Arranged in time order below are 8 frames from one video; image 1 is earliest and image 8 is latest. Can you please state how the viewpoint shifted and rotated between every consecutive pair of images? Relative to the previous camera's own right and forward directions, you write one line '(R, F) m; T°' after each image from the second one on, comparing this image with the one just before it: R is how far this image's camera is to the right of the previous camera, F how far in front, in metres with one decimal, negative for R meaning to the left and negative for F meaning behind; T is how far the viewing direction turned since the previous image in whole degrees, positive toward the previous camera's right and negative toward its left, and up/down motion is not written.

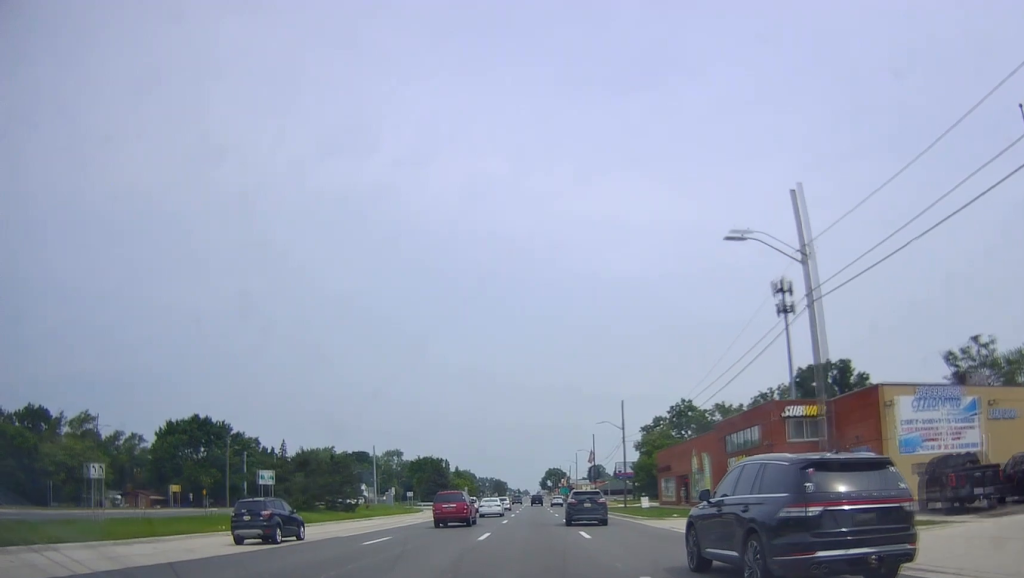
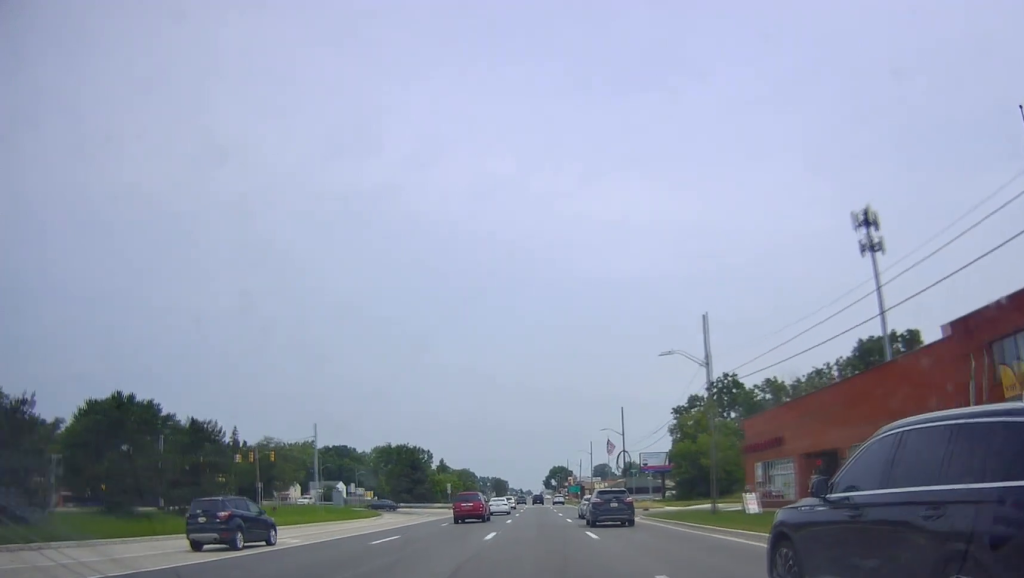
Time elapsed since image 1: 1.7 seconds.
(-0.6, +29.6) m; +1°
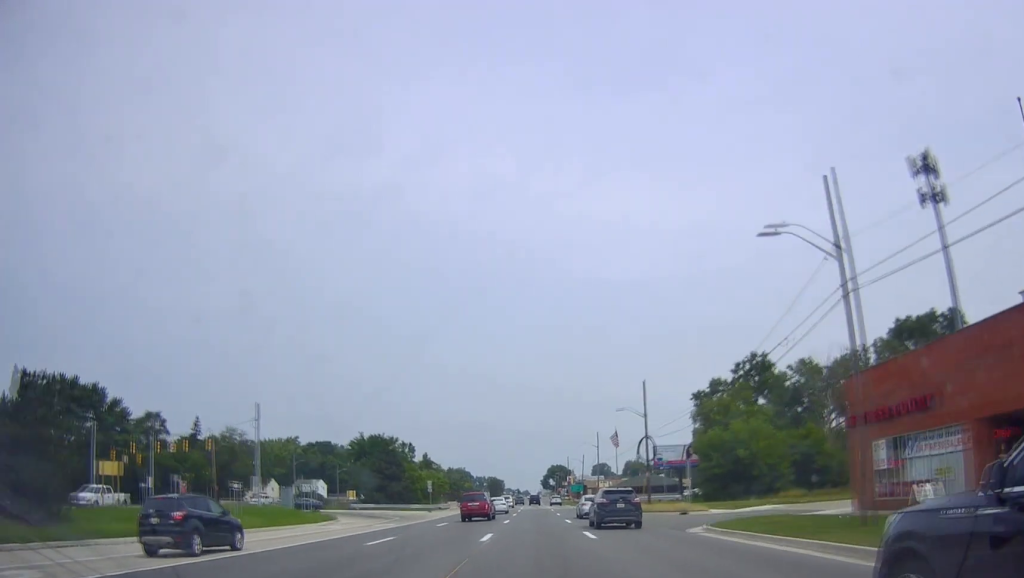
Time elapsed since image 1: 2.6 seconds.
(+0.4, +15.7) m; +1°
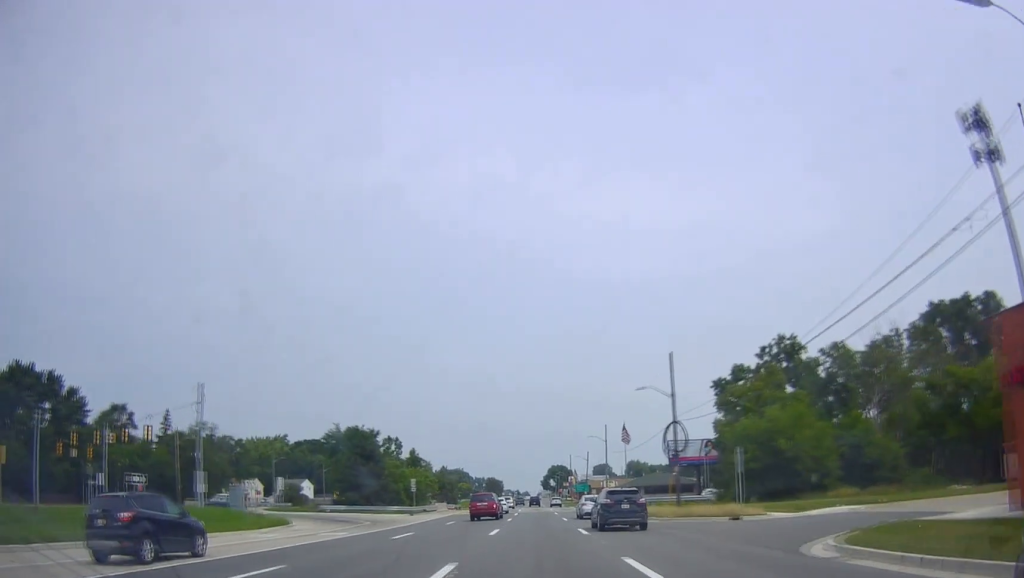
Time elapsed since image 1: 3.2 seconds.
(+0.2, +11.0) m; -2°
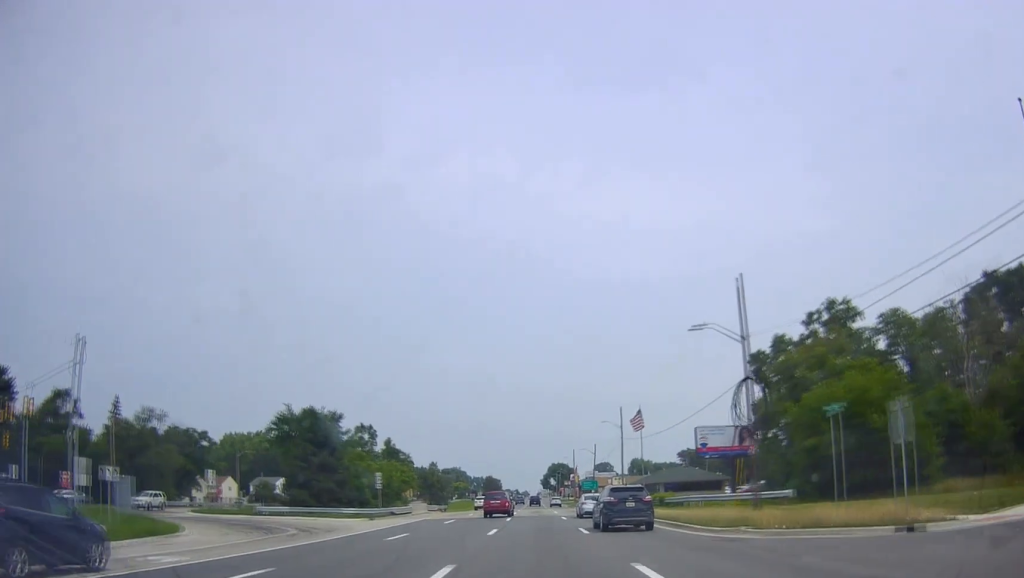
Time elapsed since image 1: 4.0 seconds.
(-0.6, +15.6) m; 0°
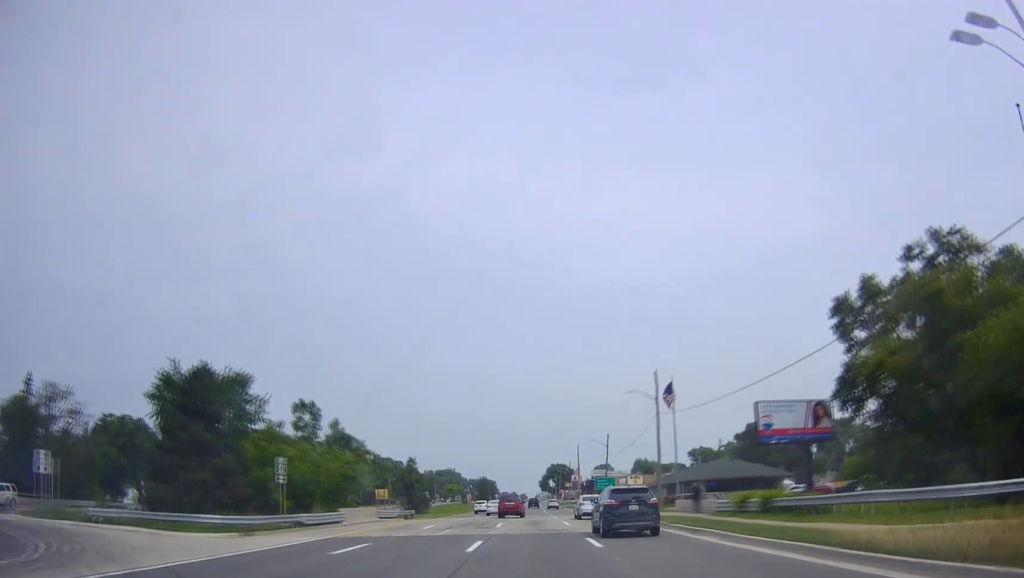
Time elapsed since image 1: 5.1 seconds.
(+0.5, +21.4) m; +2°
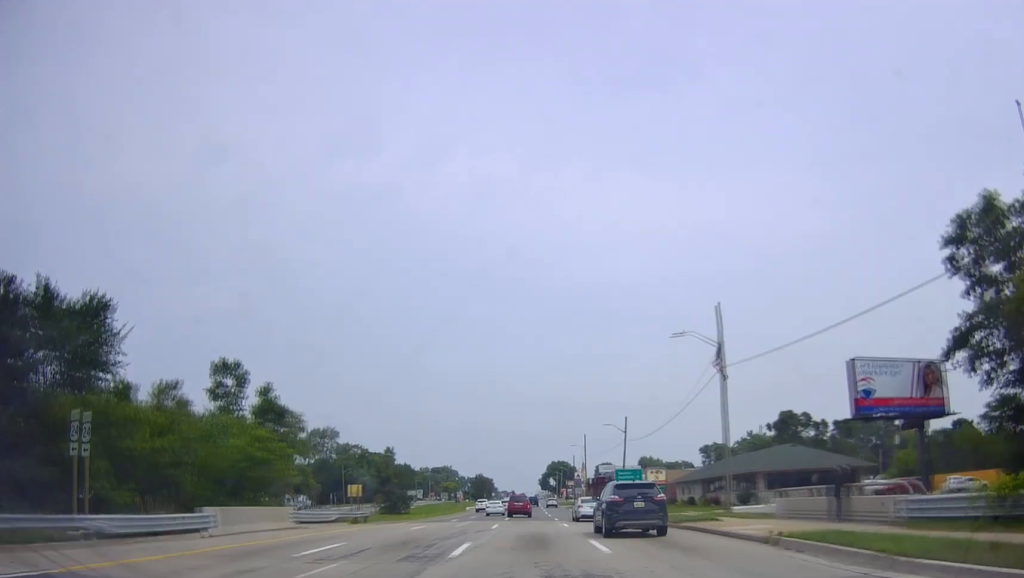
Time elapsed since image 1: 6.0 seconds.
(+0.1, +17.1) m; 0°
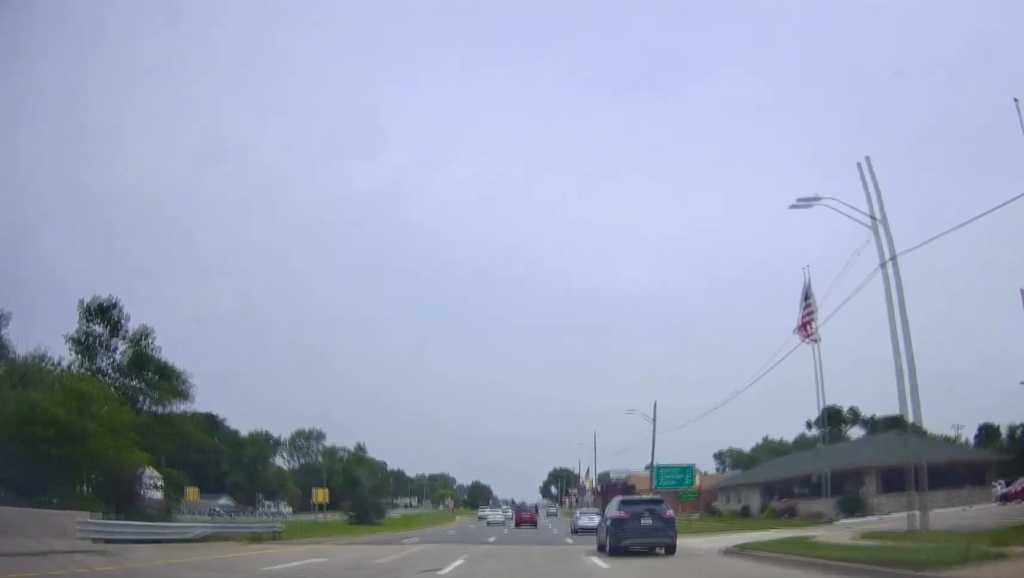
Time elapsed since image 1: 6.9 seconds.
(-0.1, +16.5) m; 0°
